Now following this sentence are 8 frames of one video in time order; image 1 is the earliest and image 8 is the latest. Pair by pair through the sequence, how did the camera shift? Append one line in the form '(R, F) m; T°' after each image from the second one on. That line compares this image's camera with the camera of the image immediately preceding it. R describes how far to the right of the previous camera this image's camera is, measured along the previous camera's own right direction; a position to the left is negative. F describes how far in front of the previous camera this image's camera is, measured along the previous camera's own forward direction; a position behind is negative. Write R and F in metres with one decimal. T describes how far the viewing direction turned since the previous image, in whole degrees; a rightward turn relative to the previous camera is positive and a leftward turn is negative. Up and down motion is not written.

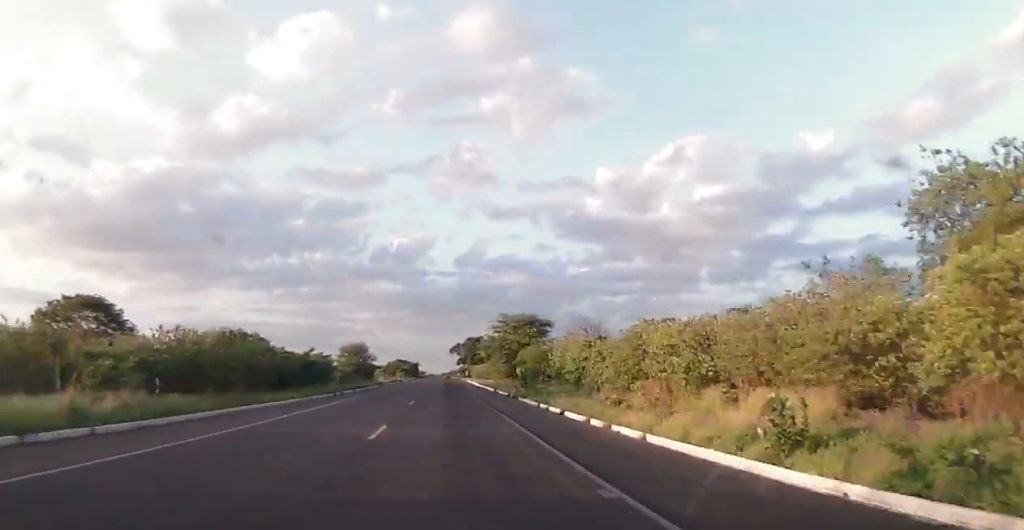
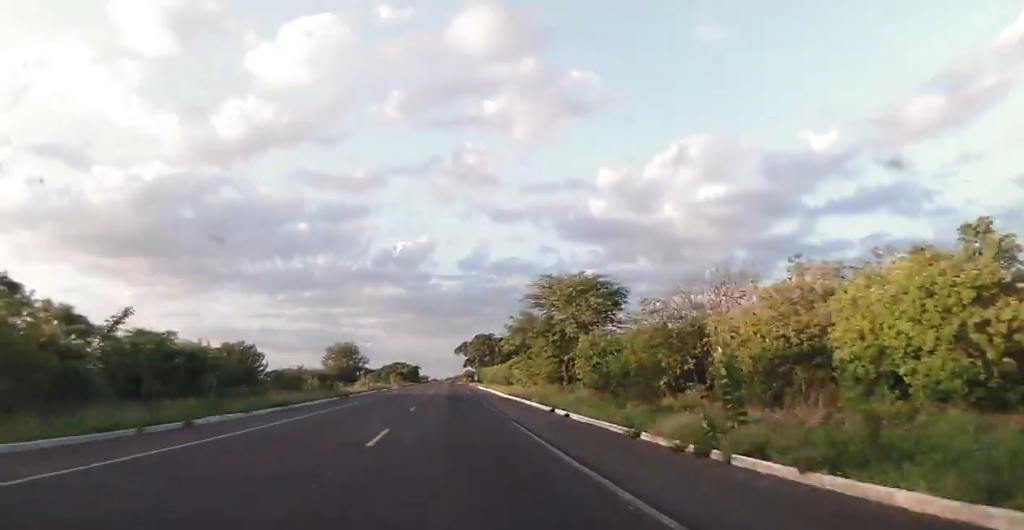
(-0.4, +31.5) m; 0°
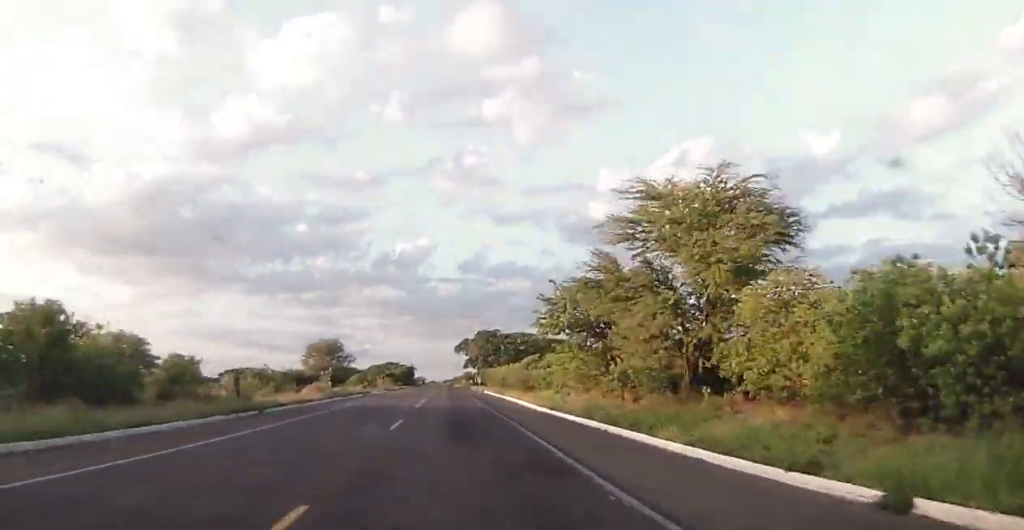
(+0.2, +23.7) m; 0°
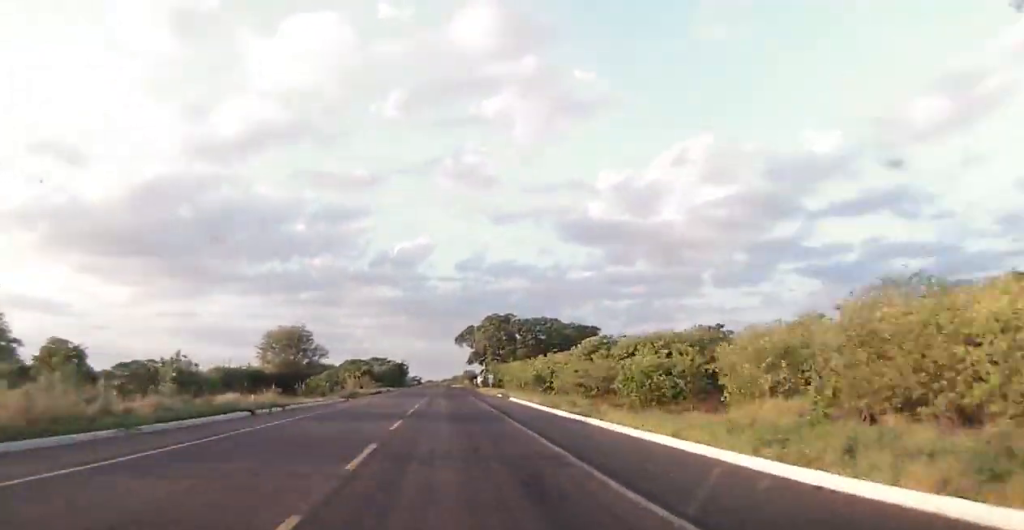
(-0.2, +35.5) m; 0°
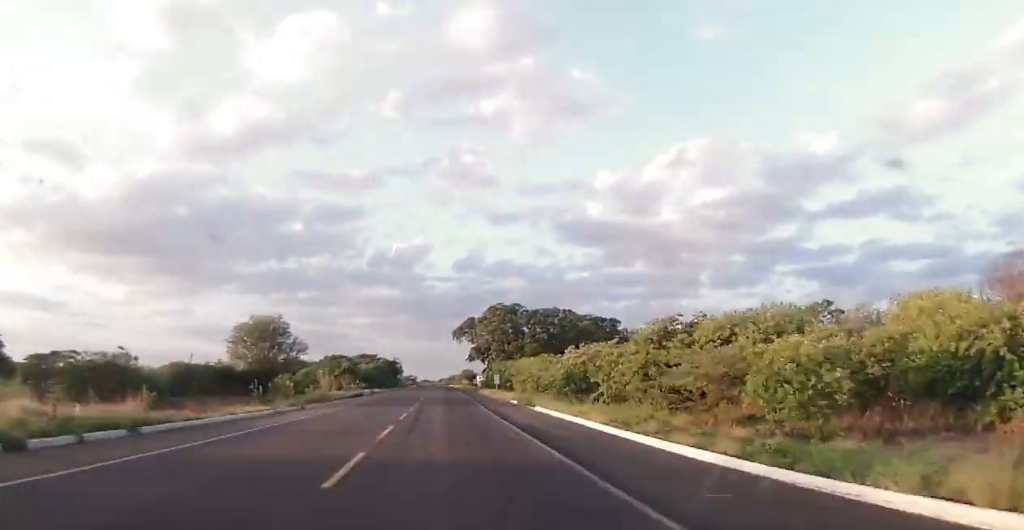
(0.0, +15.8) m; 0°
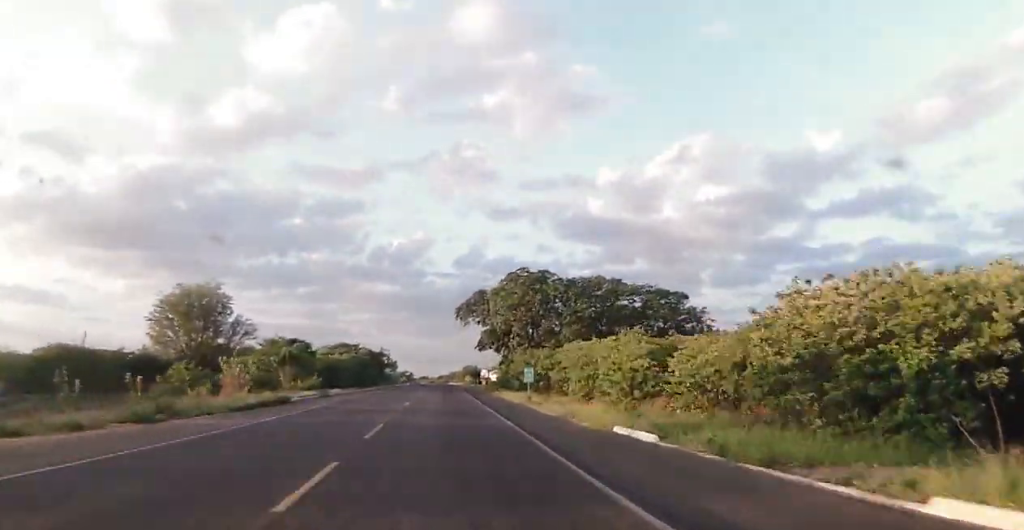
(+0.3, +29.8) m; 0°
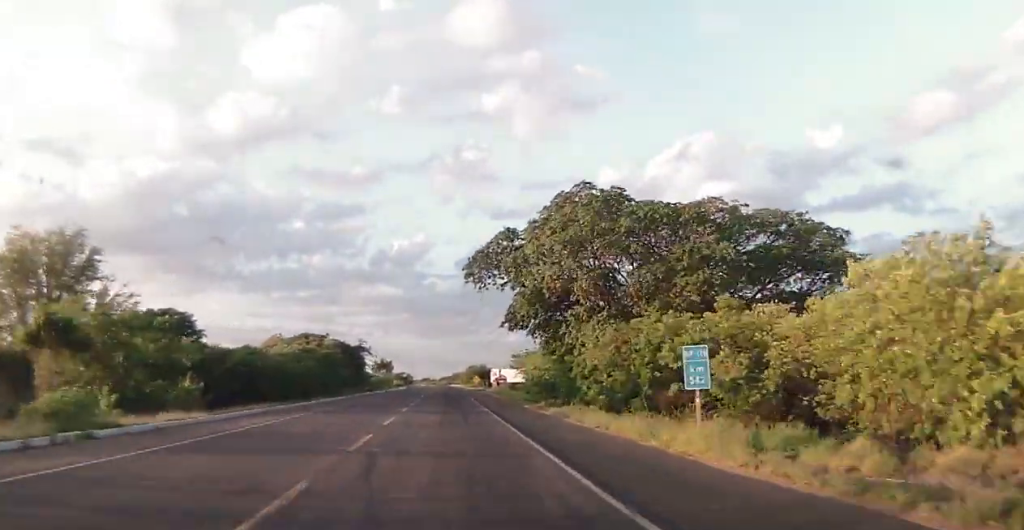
(-0.1, +31.7) m; -1°
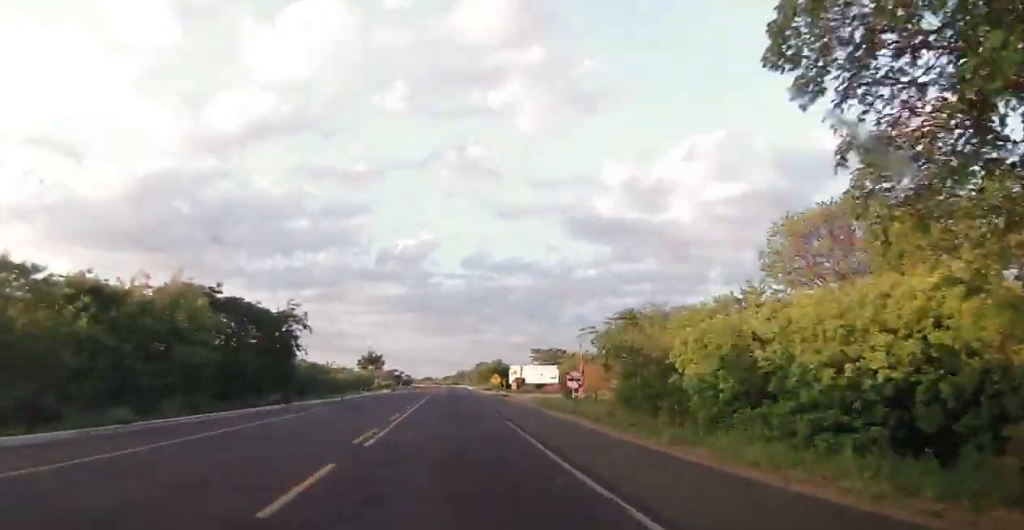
(-0.3, +40.4) m; 0°
